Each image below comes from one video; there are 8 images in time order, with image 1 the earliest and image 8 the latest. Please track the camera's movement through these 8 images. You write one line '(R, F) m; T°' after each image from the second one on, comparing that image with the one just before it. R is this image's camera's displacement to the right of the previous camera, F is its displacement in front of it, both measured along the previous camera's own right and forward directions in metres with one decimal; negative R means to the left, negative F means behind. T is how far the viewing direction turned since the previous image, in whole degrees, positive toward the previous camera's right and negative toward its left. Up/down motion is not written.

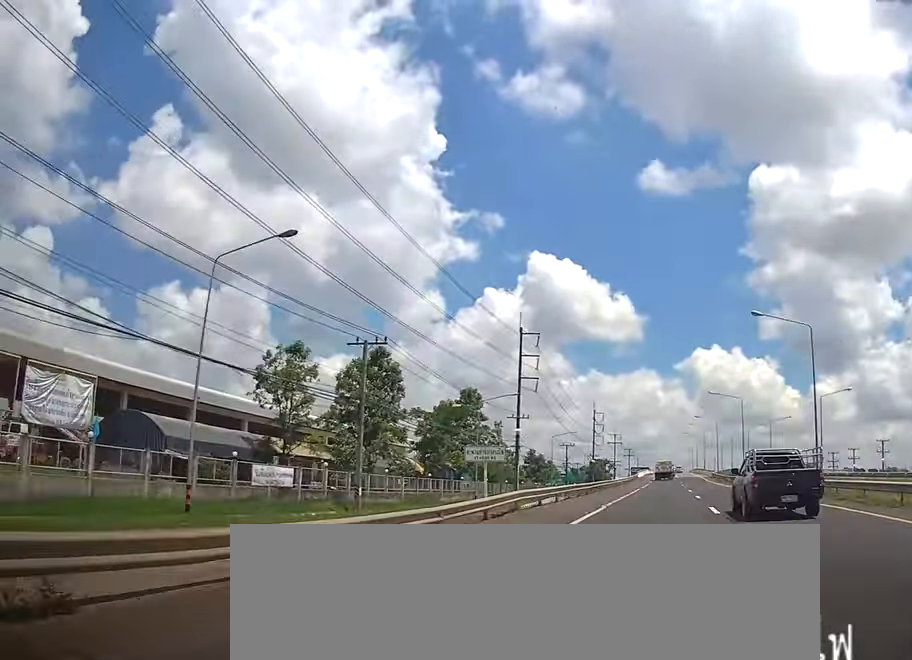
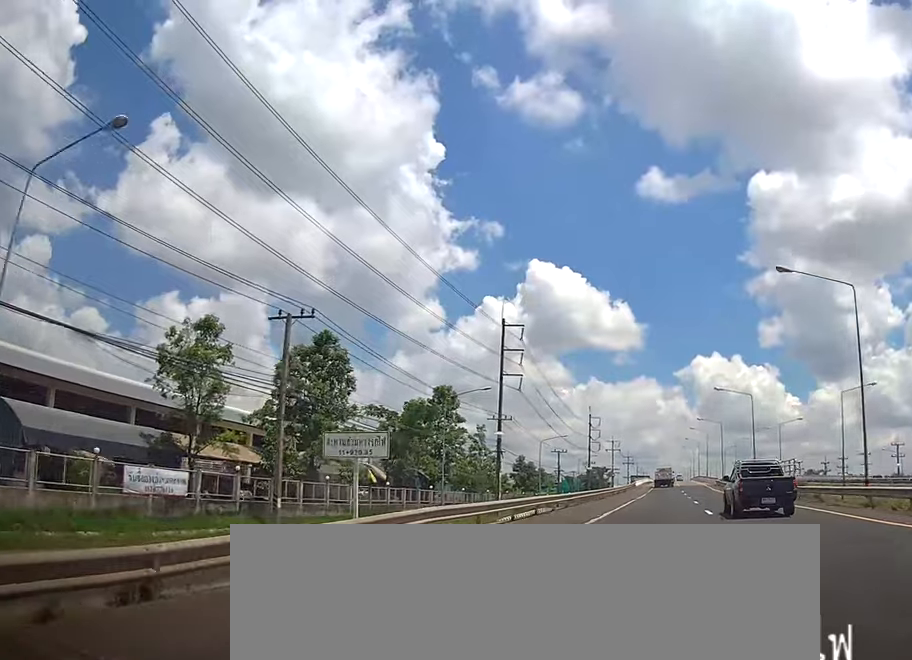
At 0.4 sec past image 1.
(+0.3, +8.6) m; 0°
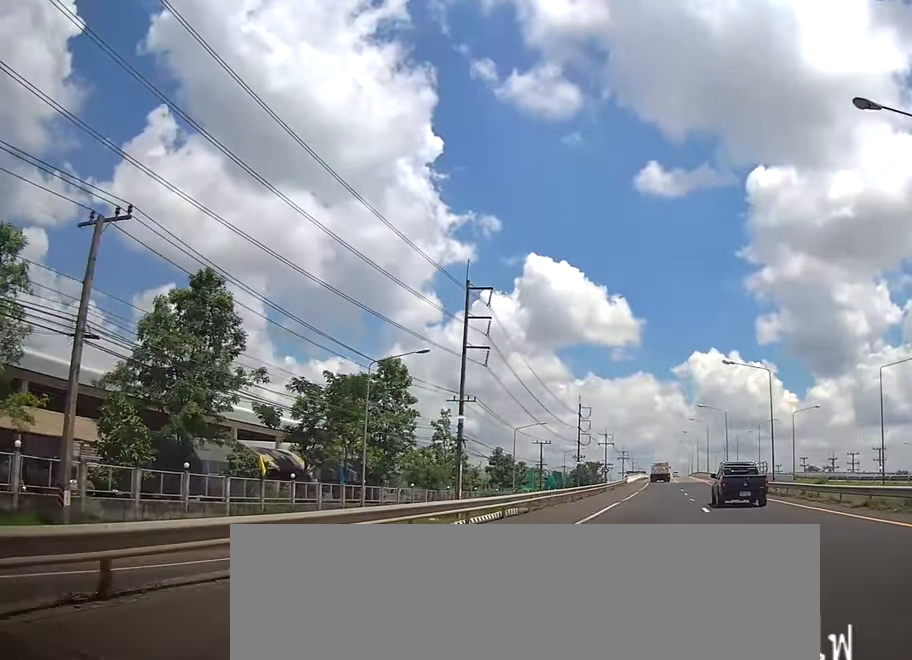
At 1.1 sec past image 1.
(-0.2, +12.3) m; 0°
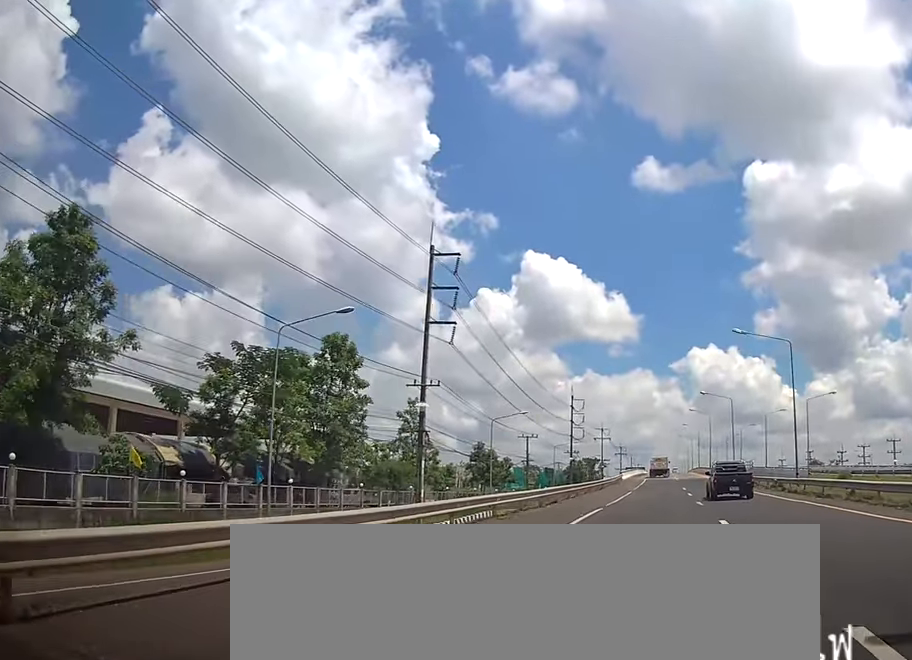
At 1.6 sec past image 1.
(-0.4, +9.1) m; 0°
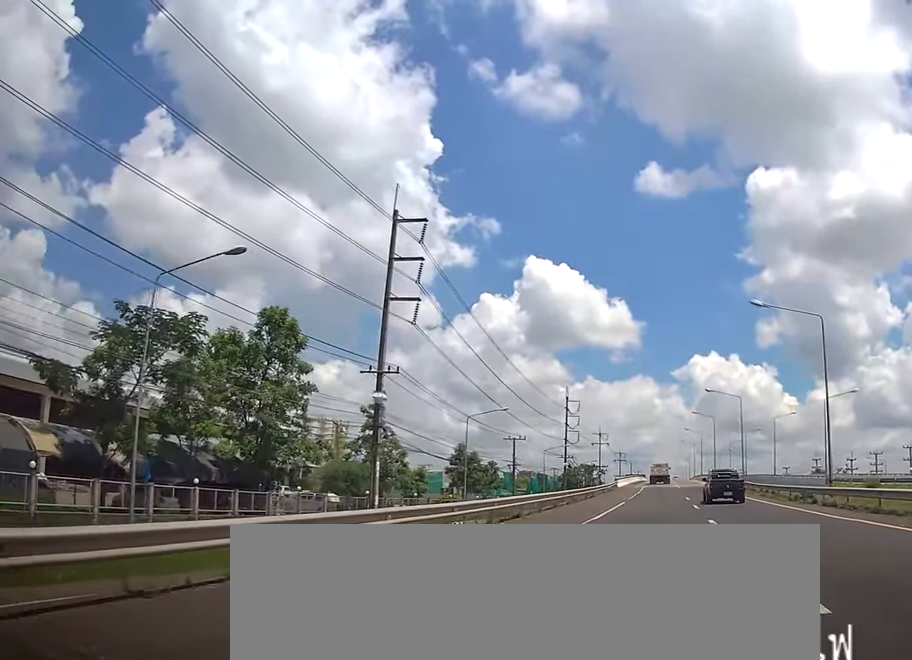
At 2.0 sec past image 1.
(+0.1, +8.0) m; 0°
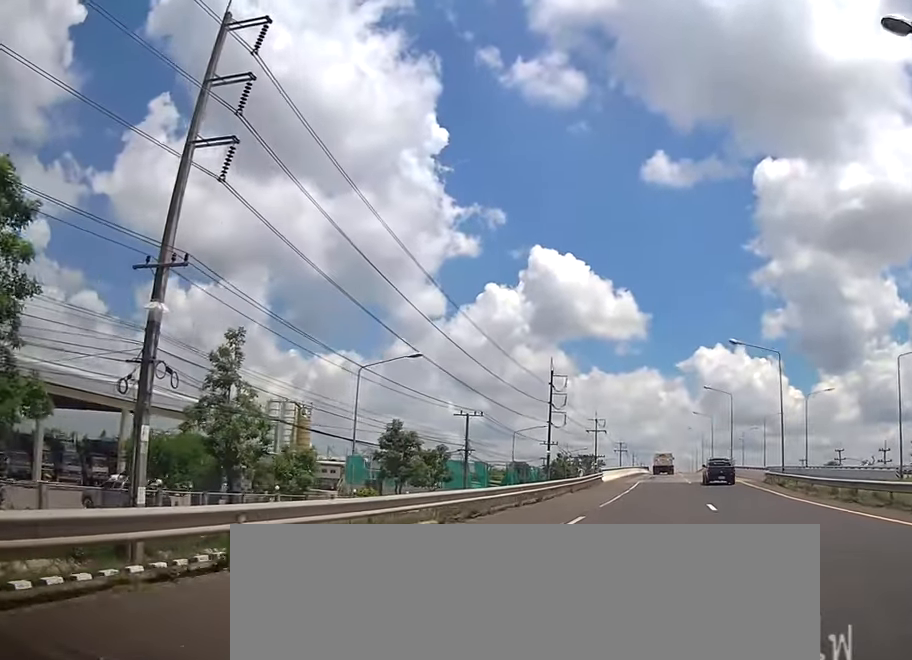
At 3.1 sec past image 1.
(+0.4, +20.5) m; +1°
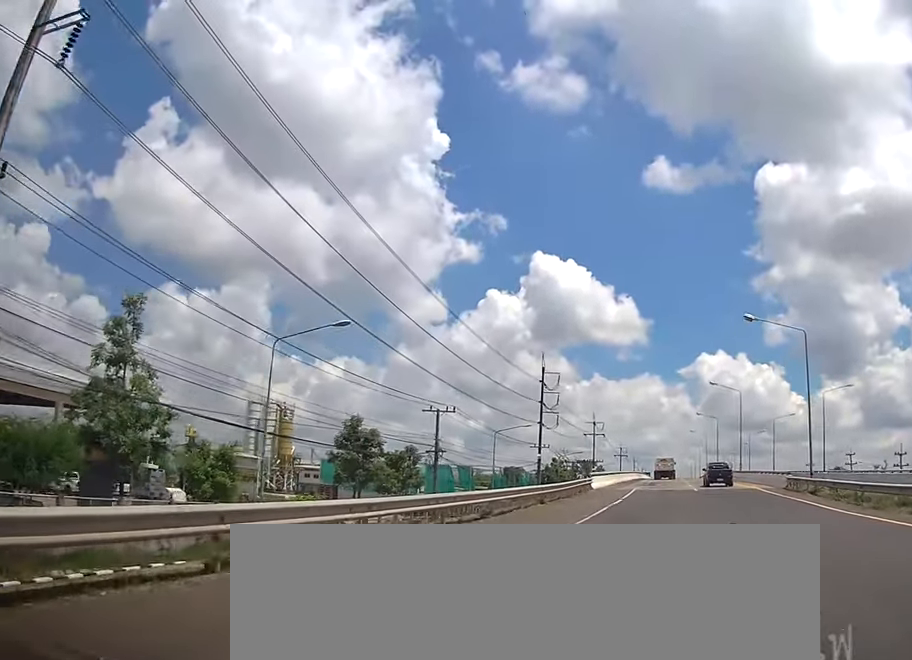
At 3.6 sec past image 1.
(0.0, +8.3) m; 0°
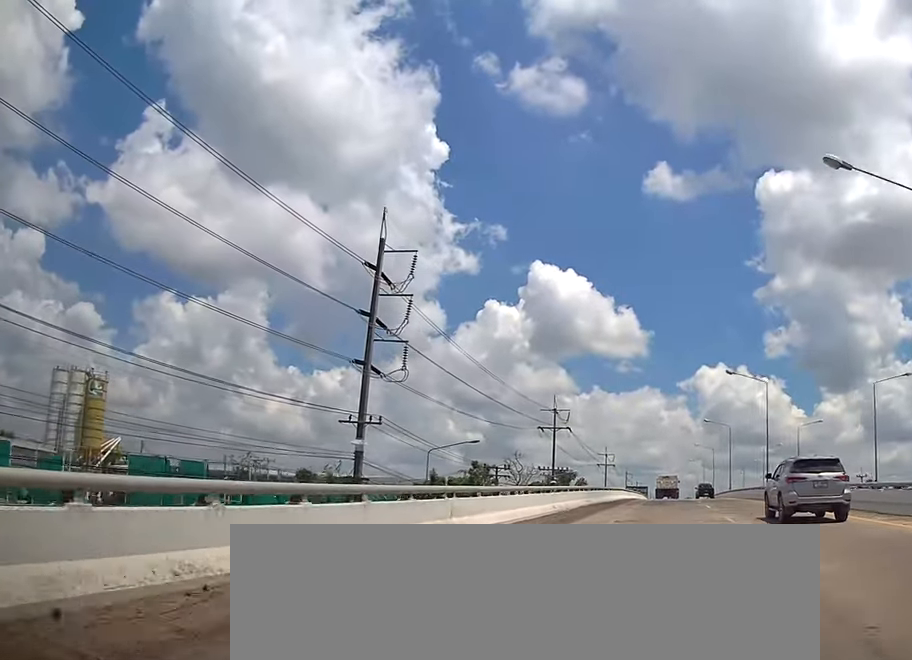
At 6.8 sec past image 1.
(+0.5, +54.4) m; -2°
